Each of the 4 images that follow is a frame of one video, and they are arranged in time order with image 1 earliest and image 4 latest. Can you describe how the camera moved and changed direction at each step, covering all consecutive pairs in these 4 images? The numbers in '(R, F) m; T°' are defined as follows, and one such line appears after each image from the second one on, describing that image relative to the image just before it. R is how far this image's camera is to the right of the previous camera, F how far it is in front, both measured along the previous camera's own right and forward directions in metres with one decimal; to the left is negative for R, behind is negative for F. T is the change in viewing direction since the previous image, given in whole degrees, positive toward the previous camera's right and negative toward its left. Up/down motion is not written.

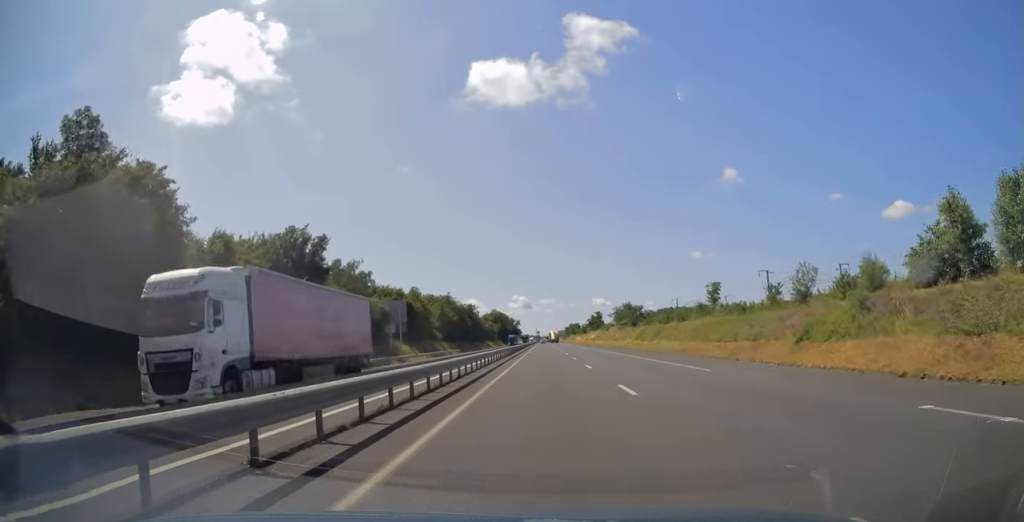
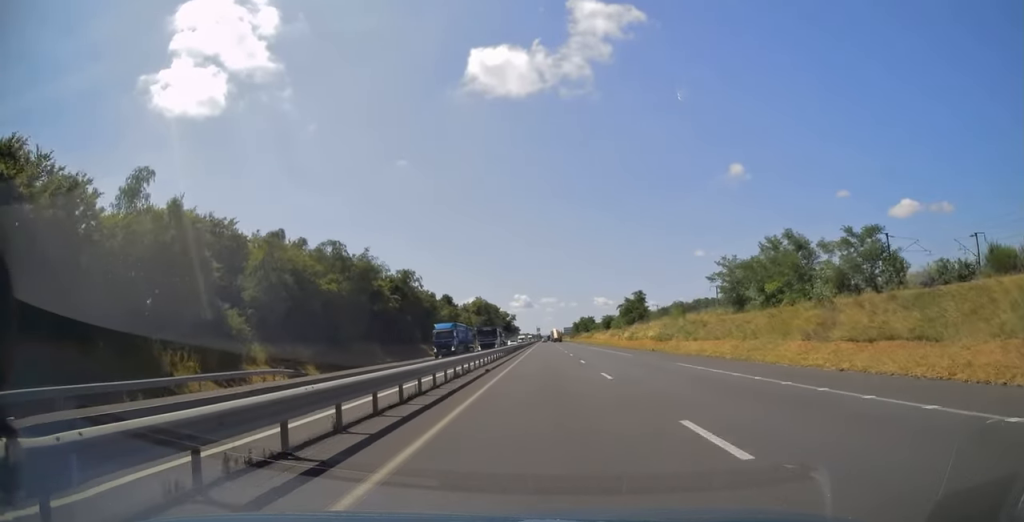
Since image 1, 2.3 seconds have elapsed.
(0.0, +82.9) m; 0°
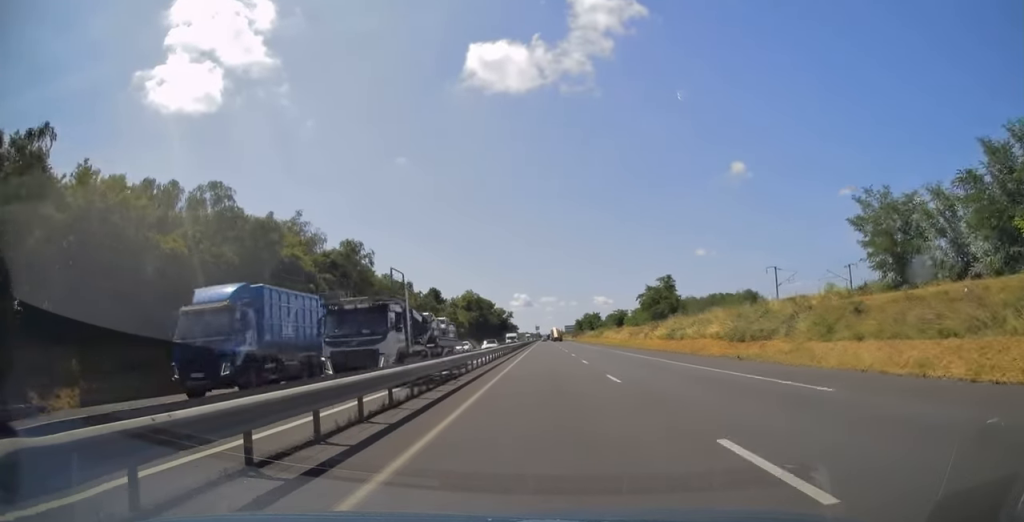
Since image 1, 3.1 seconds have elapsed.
(0.0, +27.0) m; 0°
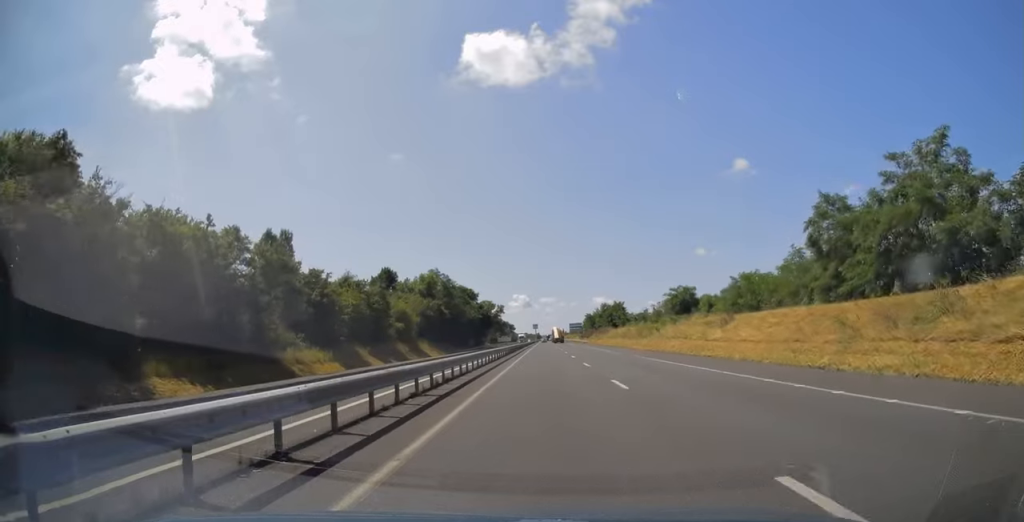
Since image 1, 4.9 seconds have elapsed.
(+0.1, +65.2) m; 0°
